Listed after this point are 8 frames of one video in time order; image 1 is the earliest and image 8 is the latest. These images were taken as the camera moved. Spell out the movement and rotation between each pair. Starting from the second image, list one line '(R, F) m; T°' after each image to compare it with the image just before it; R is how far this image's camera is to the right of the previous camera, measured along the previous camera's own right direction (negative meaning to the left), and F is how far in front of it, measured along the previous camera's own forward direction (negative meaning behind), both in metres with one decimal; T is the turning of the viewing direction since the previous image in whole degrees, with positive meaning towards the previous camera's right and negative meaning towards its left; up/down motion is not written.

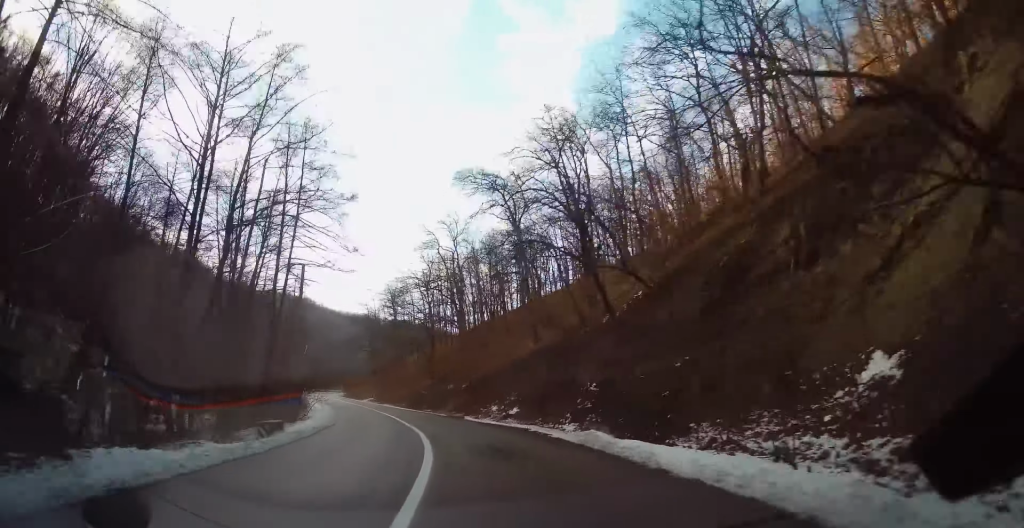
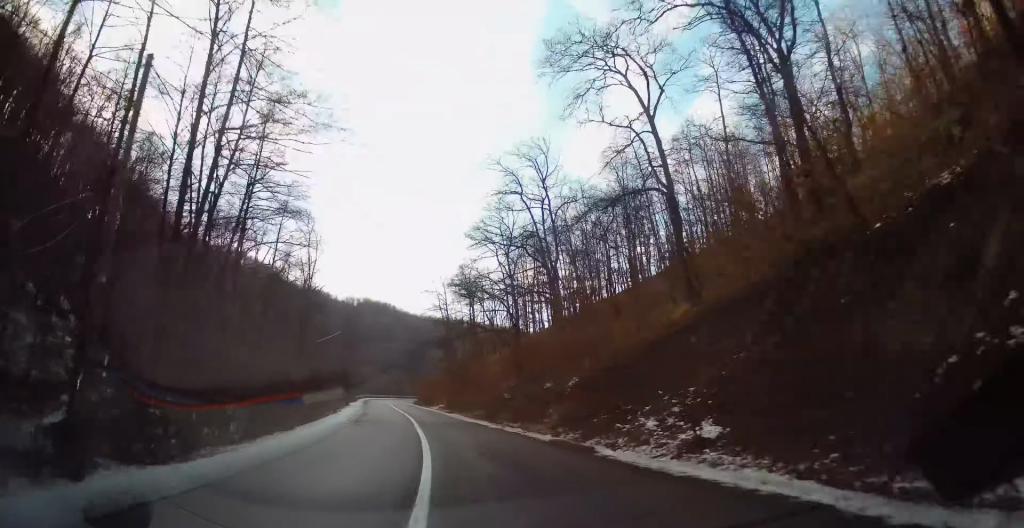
(-1.1, +17.1) m; -10°
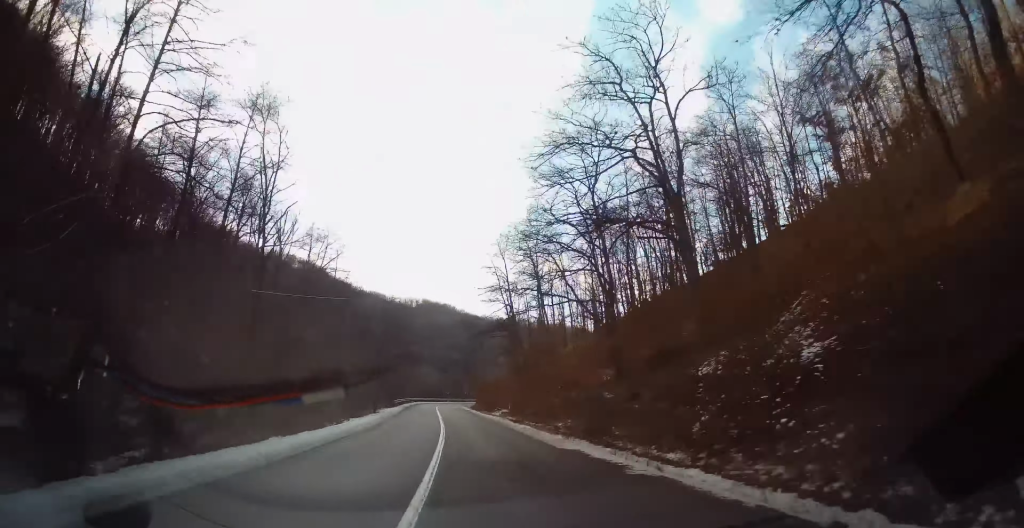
(-1.2, +15.3) m; -9°
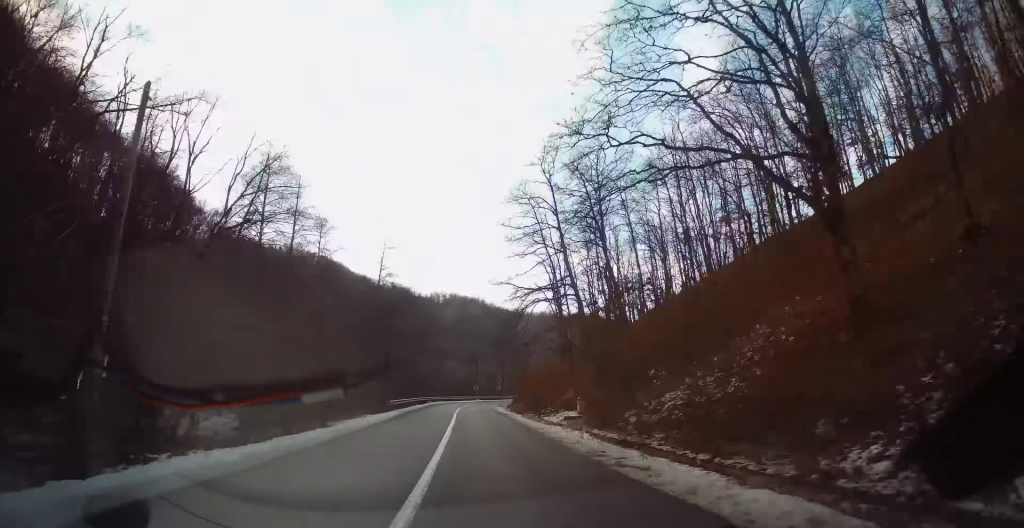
(-1.7, +19.9) m; -5°
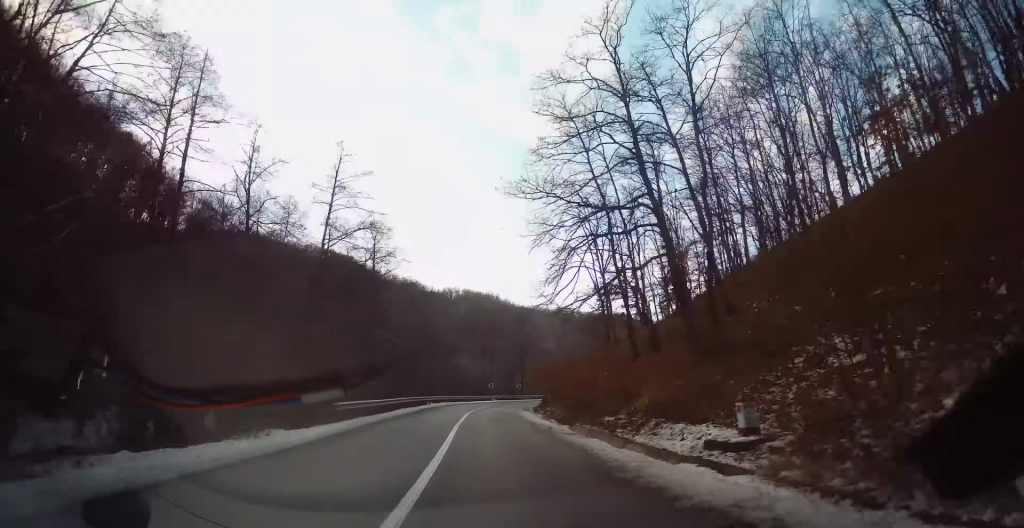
(0.0, +15.8) m; 0°
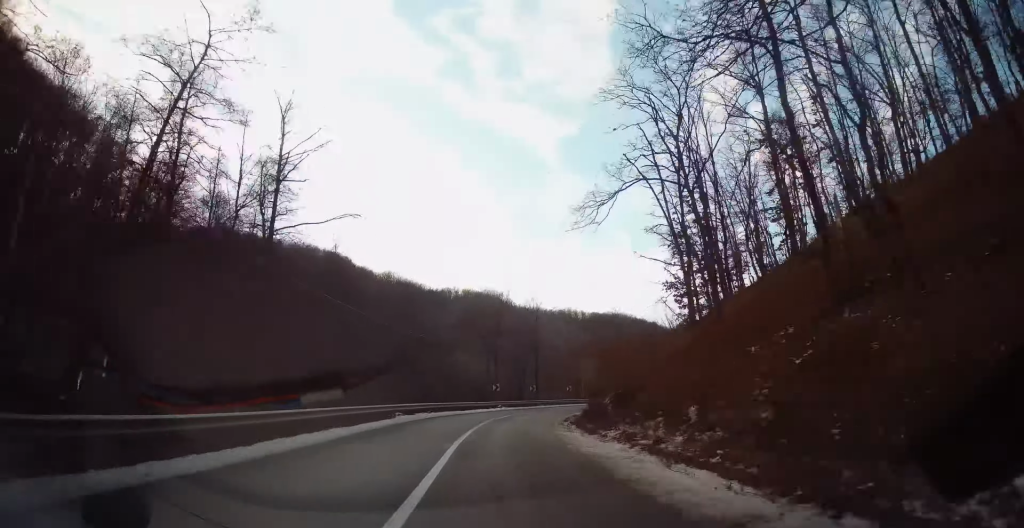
(+0.1, +19.3) m; +1°
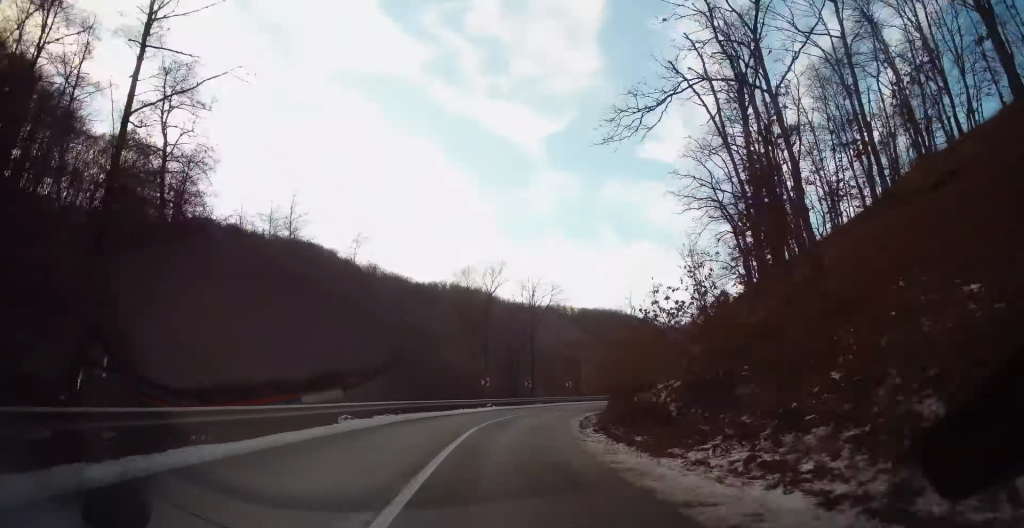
(0.0, +9.3) m; +1°
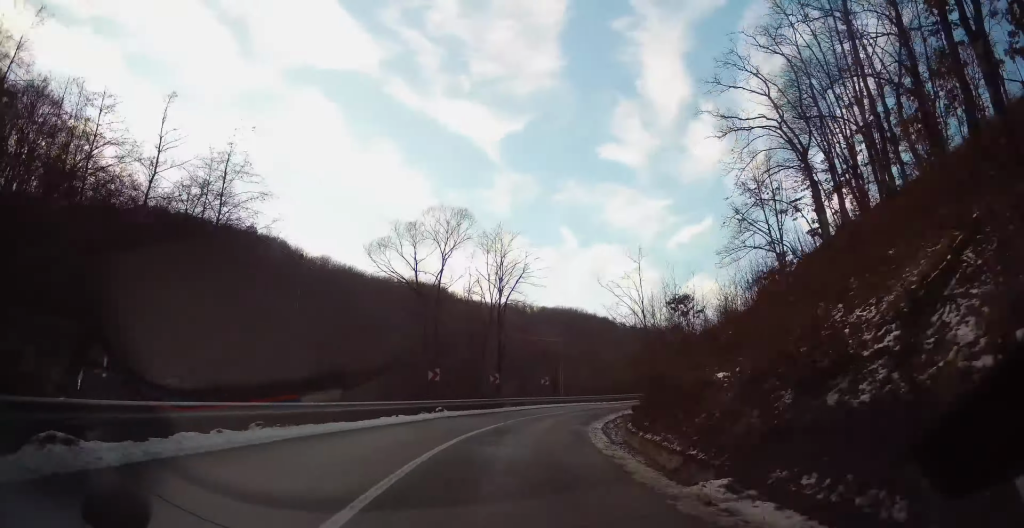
(+0.3, +14.2) m; +4°
